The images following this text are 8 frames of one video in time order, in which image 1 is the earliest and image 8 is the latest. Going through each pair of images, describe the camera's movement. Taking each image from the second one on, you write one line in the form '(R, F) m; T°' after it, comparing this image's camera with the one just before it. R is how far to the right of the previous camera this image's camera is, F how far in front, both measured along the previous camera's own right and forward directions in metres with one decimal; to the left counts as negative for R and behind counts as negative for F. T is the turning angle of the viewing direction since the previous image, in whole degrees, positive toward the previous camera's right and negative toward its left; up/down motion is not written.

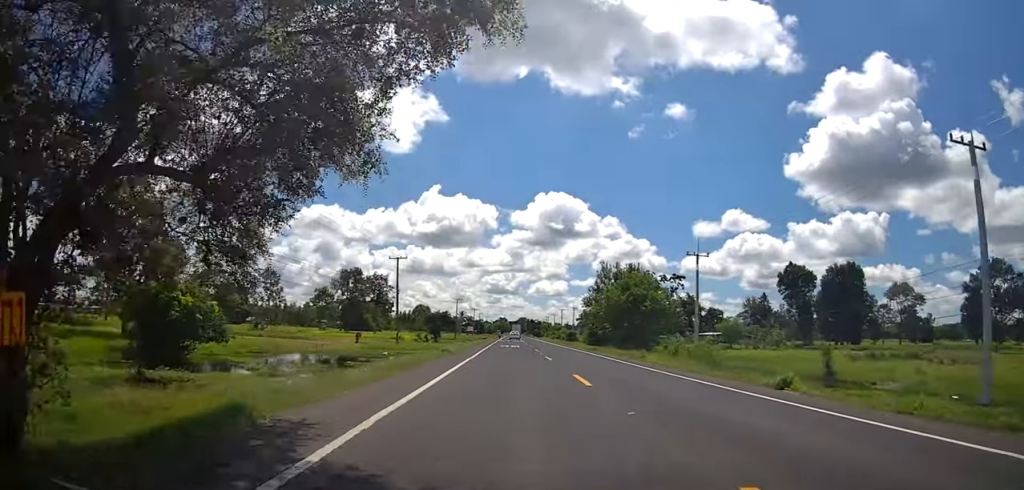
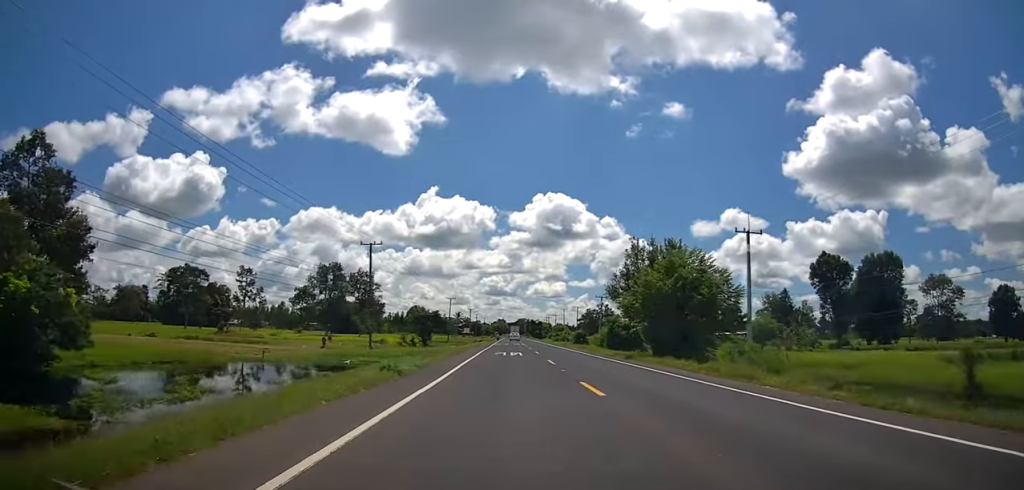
(-0.5, +14.2) m; -2°
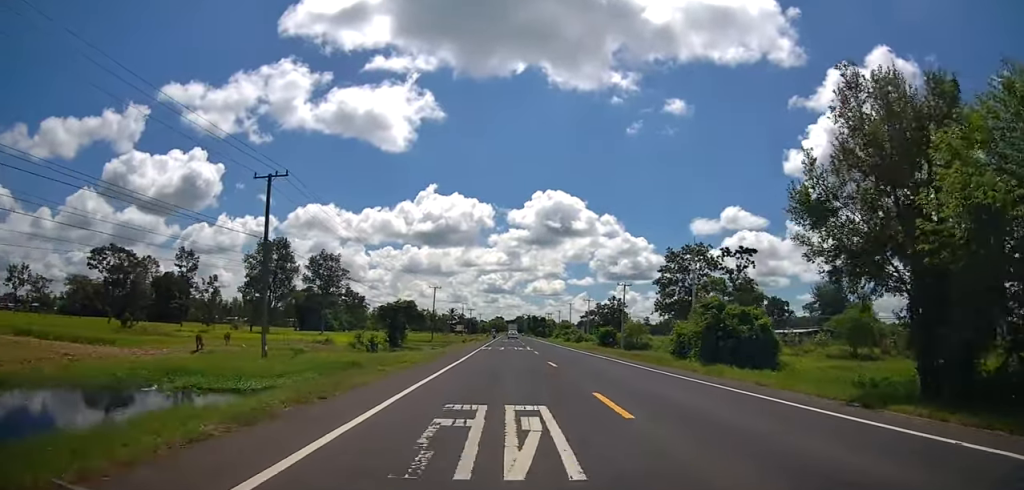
(+0.4, +27.2) m; +2°
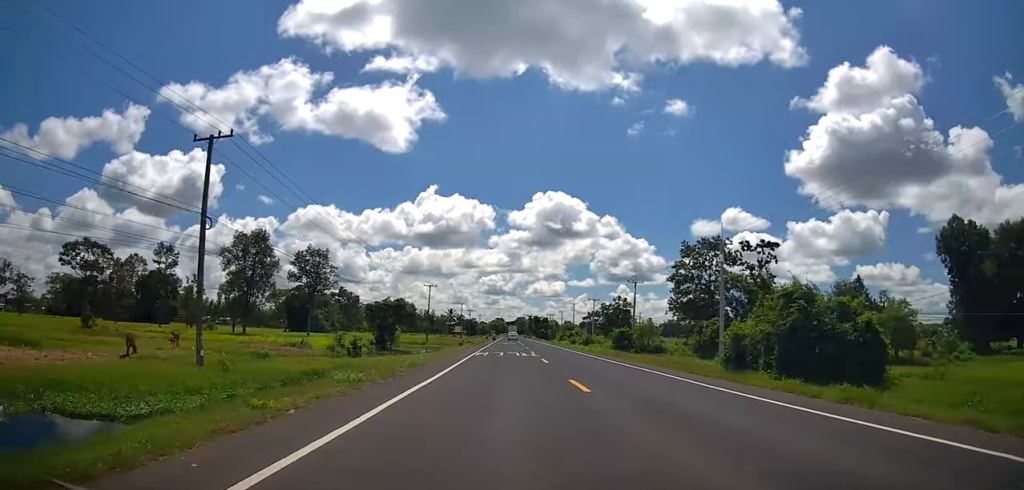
(+0.3, +8.0) m; 0°
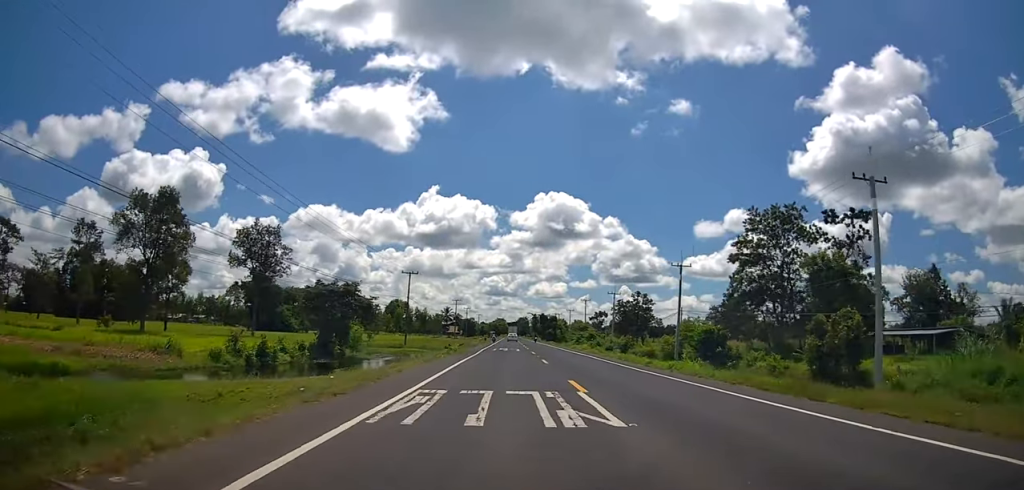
(-0.5, +23.6) m; -2°
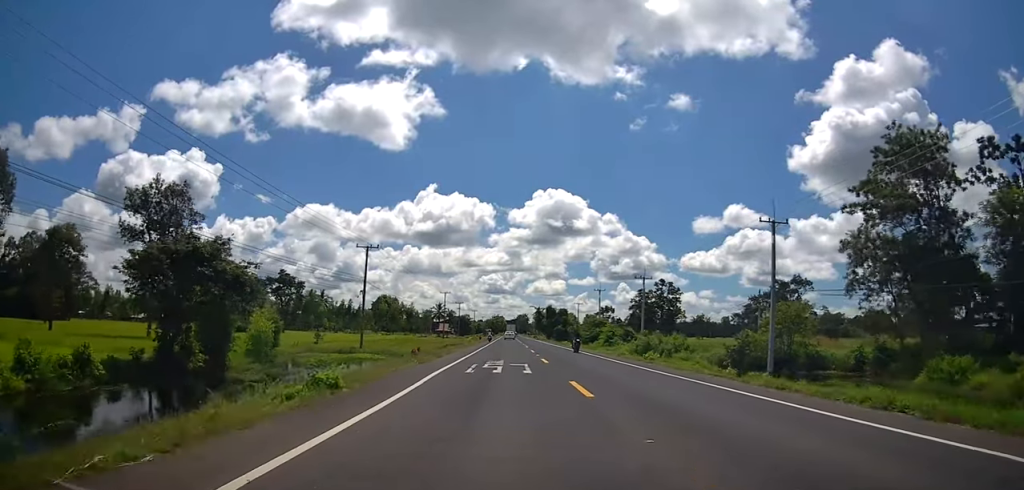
(+0.1, +25.0) m; +2°
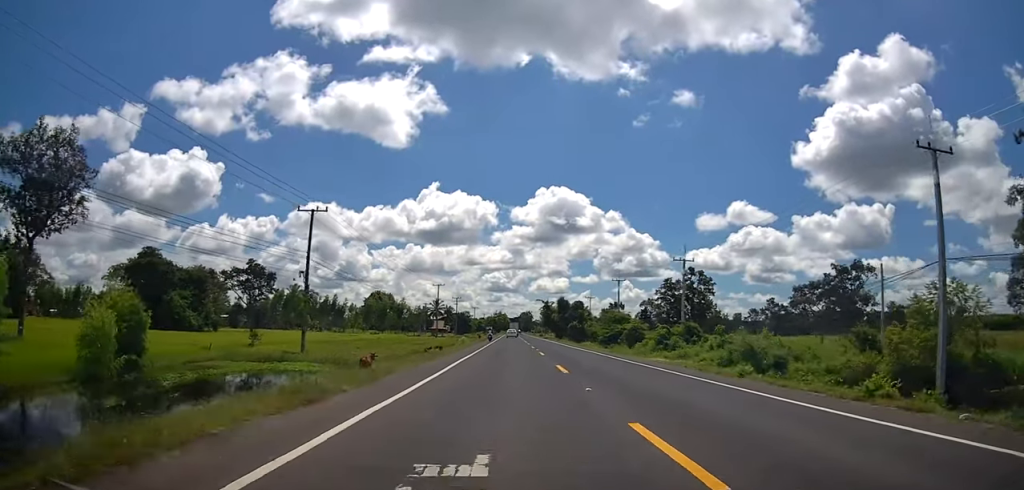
(+0.7, +18.5) m; 0°
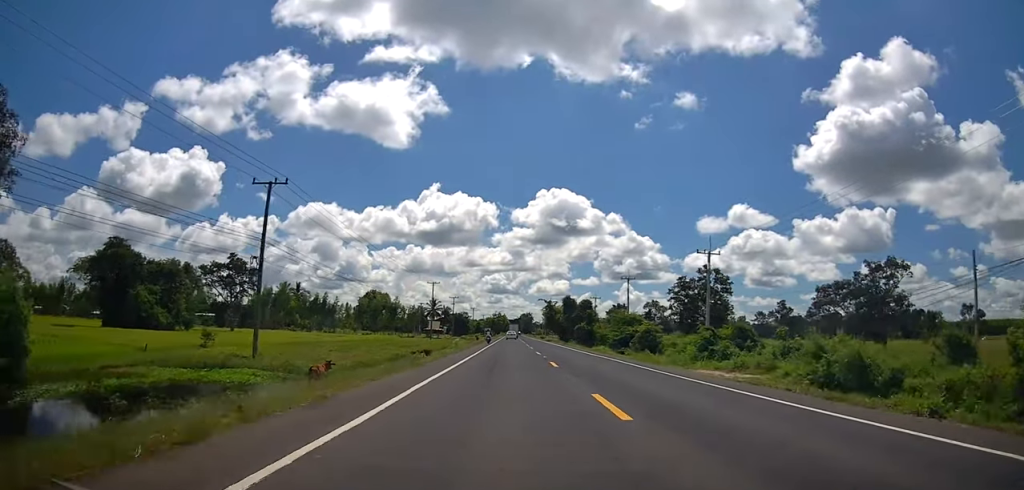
(-0.4, +8.5) m; 0°
